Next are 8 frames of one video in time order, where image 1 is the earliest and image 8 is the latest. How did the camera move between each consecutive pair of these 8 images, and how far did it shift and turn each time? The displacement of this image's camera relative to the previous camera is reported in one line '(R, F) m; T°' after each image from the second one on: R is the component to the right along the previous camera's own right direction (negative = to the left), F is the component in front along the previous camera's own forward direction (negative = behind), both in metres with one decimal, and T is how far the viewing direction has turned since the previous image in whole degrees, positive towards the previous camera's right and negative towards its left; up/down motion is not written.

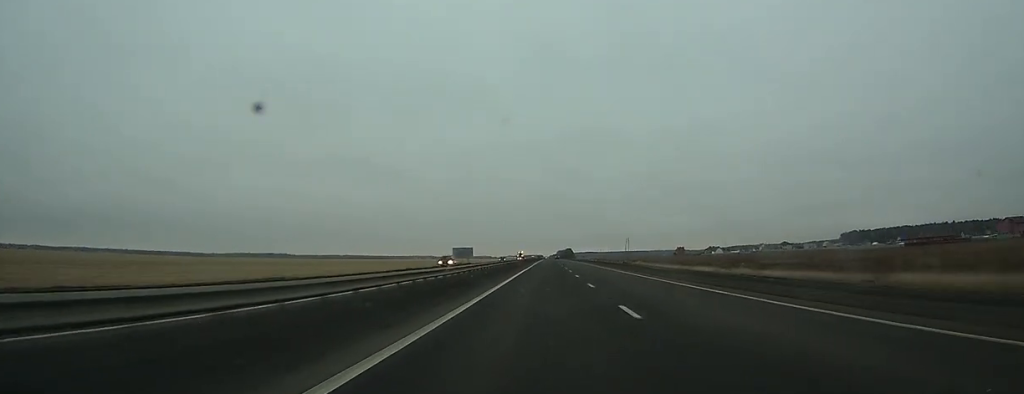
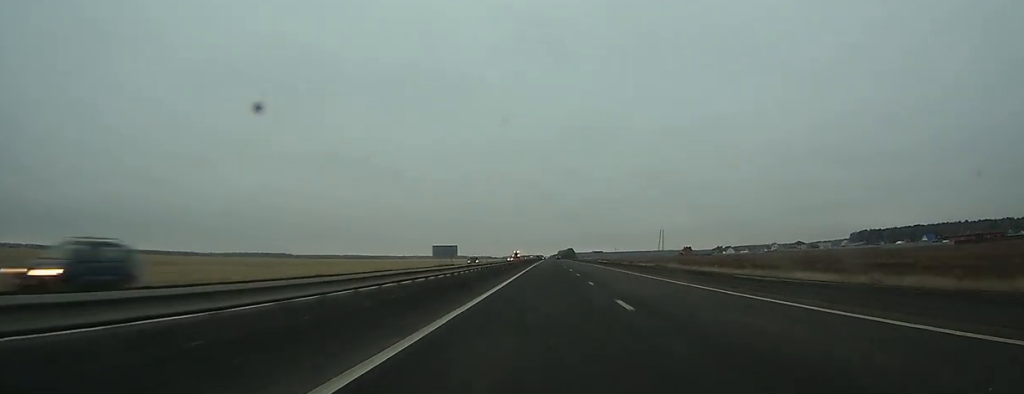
(0.0, +34.4) m; 0°
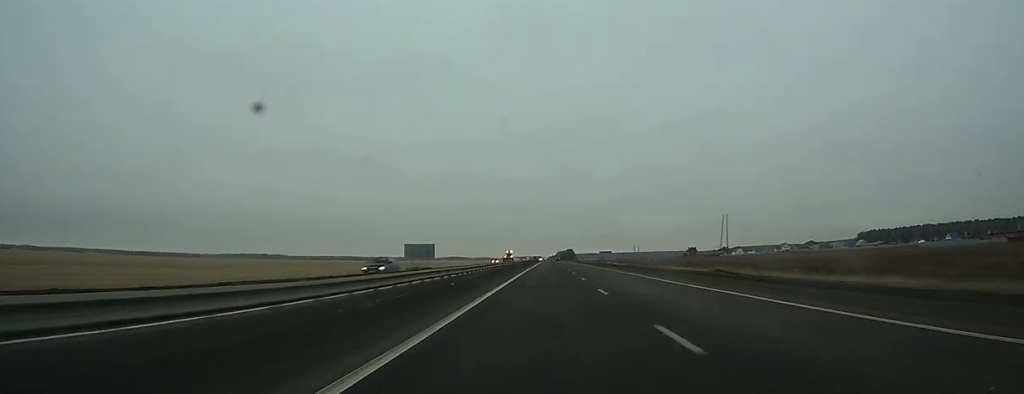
(0.0, +30.1) m; 0°
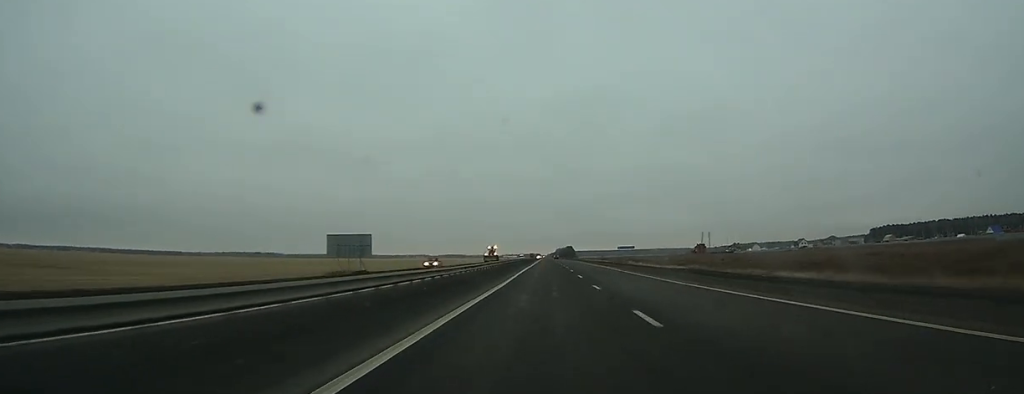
(-0.1, +45.2) m; 0°
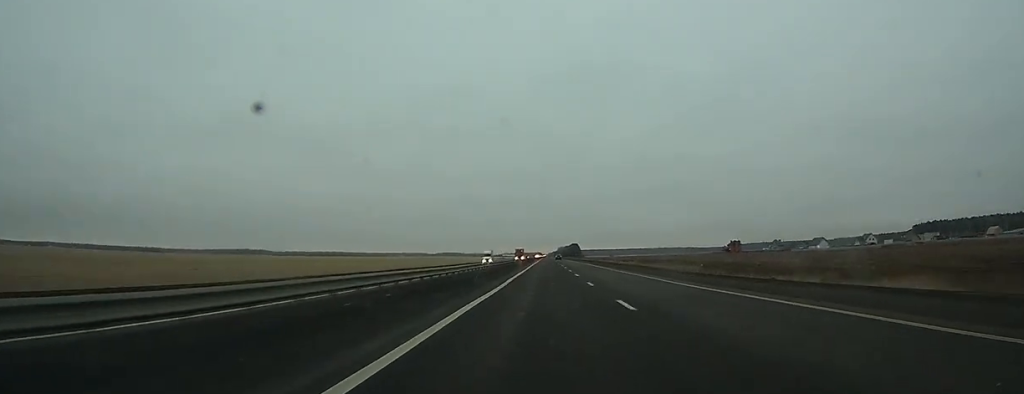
(+0.4, +116.8) m; 0°
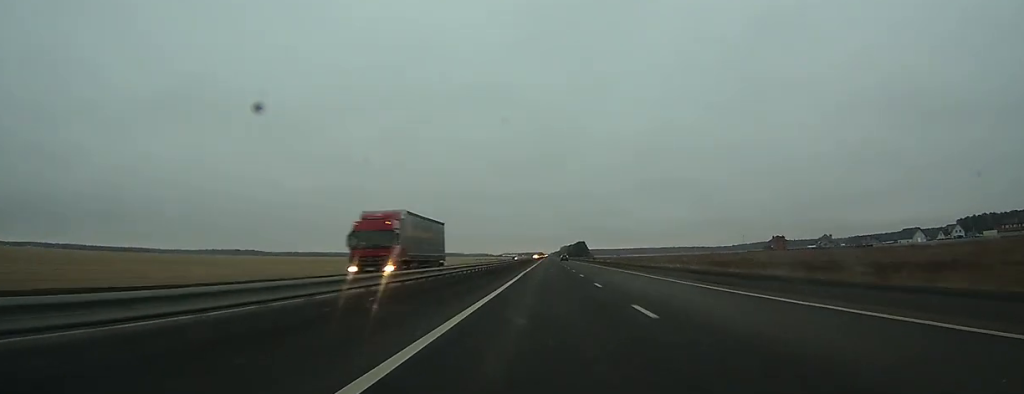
(-0.1, +98.2) m; 0°
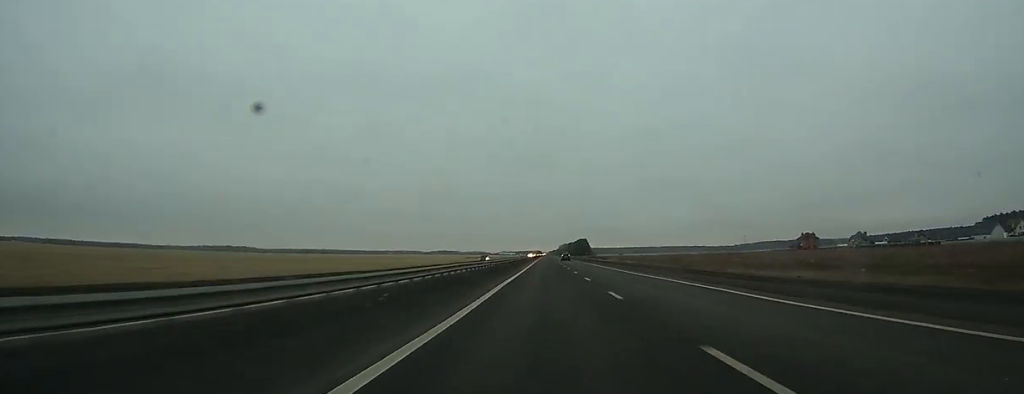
(-0.1, +54.8) m; 0°
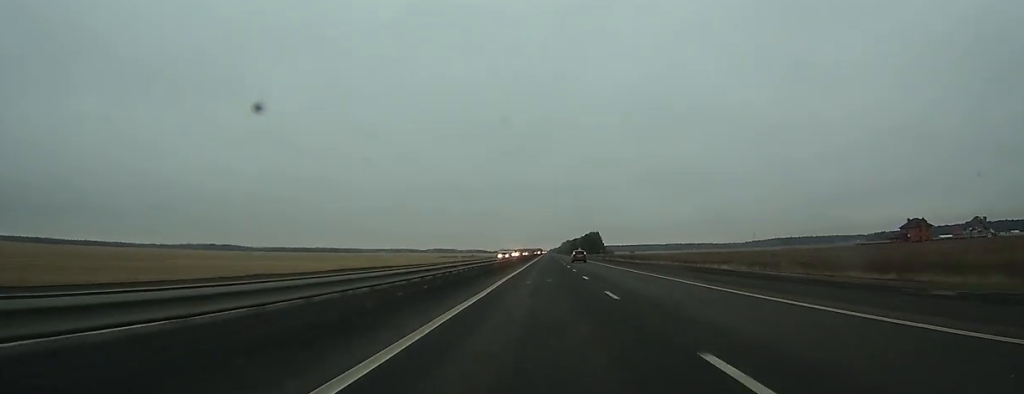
(0.0, +120.5) m; 0°
